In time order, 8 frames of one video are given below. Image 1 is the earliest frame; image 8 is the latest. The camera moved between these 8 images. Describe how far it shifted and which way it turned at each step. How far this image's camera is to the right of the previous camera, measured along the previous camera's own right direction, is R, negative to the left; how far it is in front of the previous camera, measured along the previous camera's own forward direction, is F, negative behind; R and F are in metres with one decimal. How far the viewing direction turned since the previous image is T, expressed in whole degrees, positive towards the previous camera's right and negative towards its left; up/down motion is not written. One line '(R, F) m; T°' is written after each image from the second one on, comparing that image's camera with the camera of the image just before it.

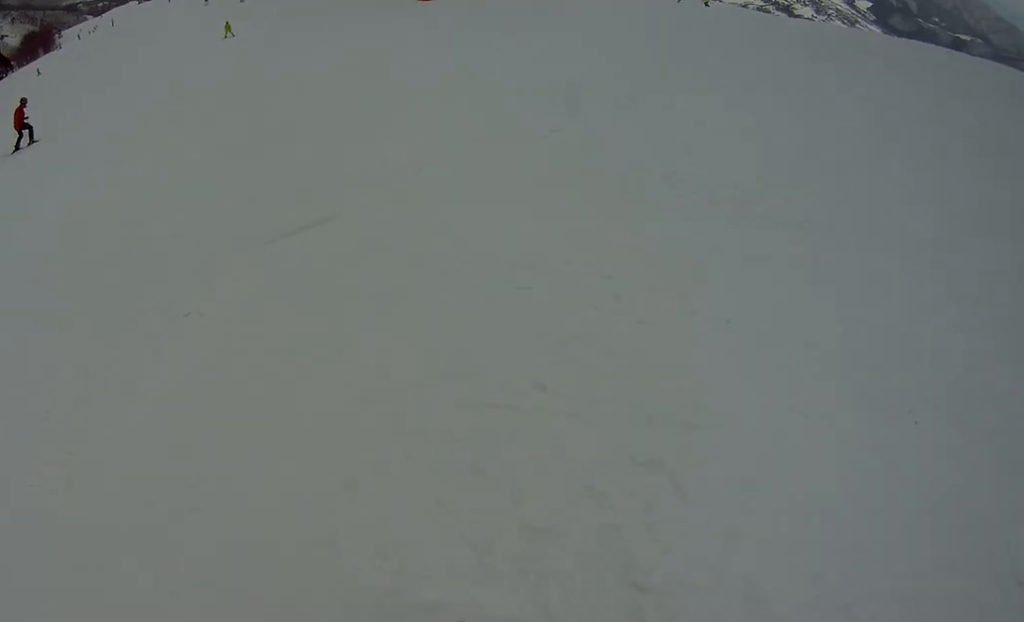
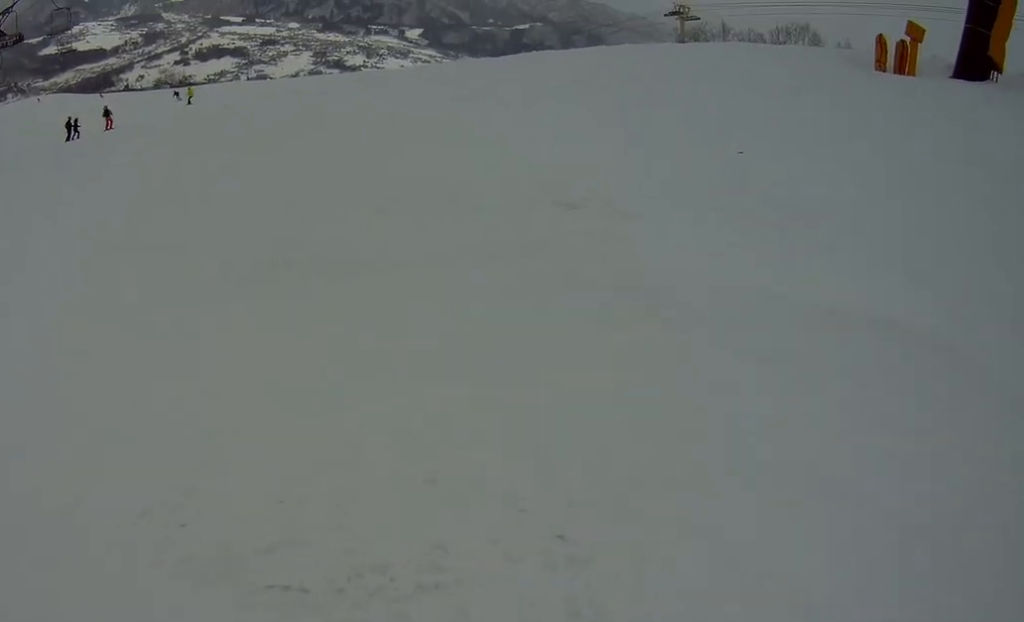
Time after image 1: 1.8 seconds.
(-0.2, +7.2) m; -18°
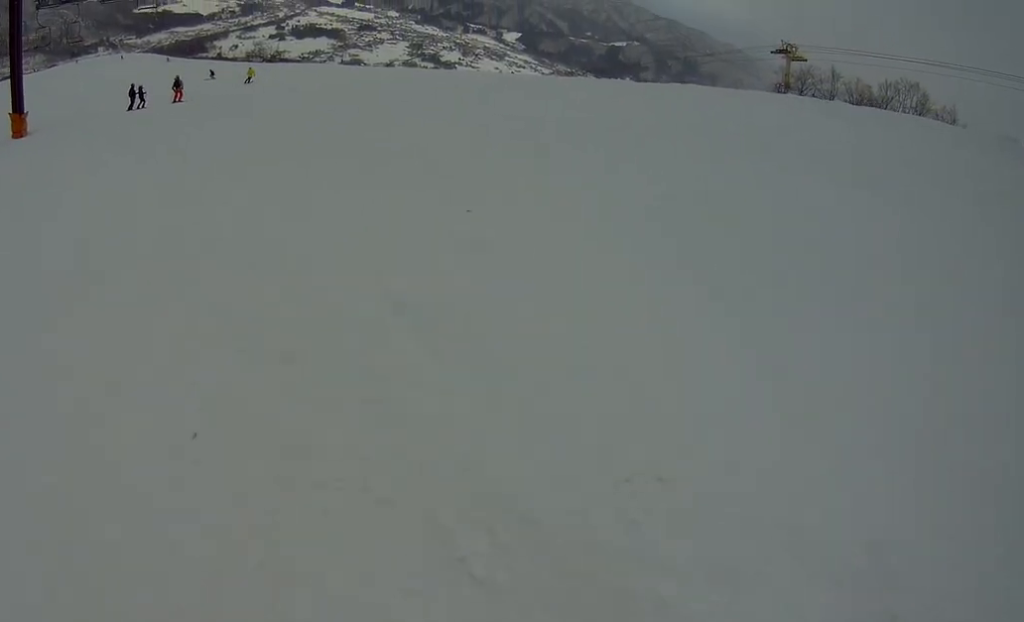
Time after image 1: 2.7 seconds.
(-0.9, +4.0) m; -19°
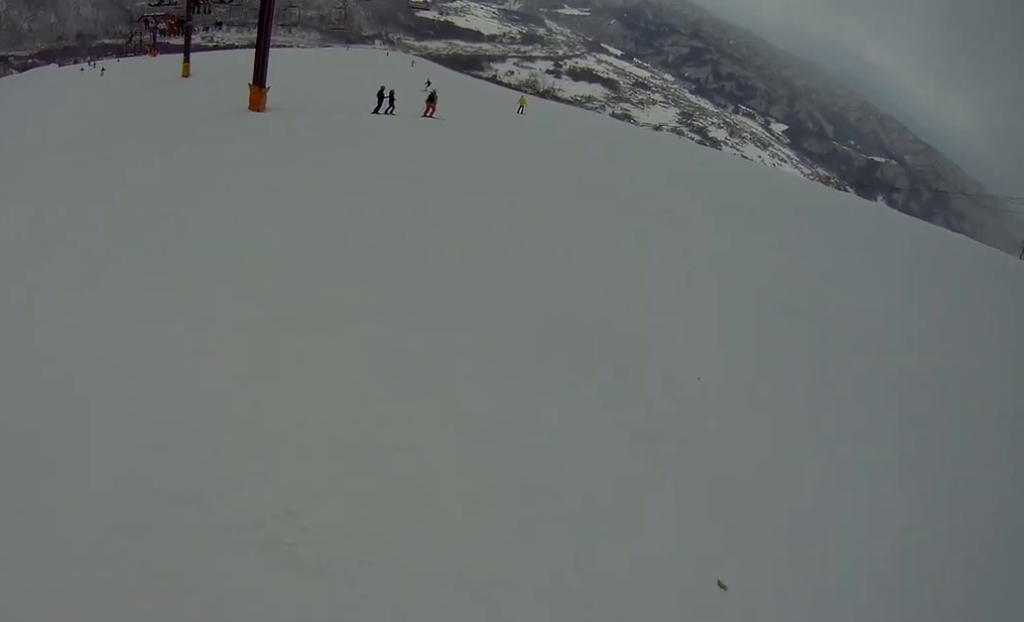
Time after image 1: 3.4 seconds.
(-0.5, +3.2) m; -20°
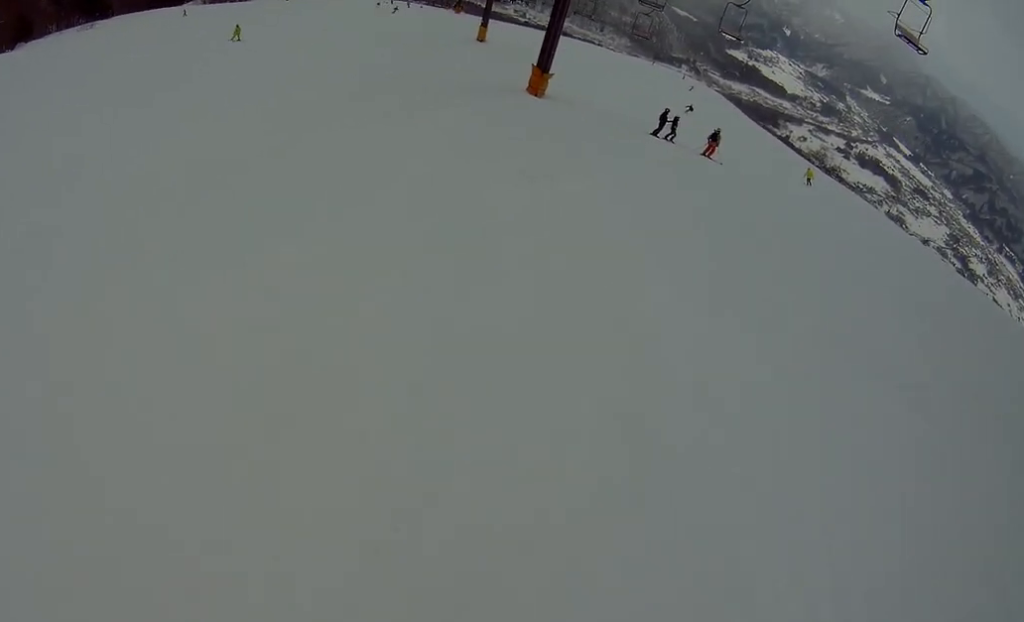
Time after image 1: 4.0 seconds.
(-0.1, +2.4) m; -15°
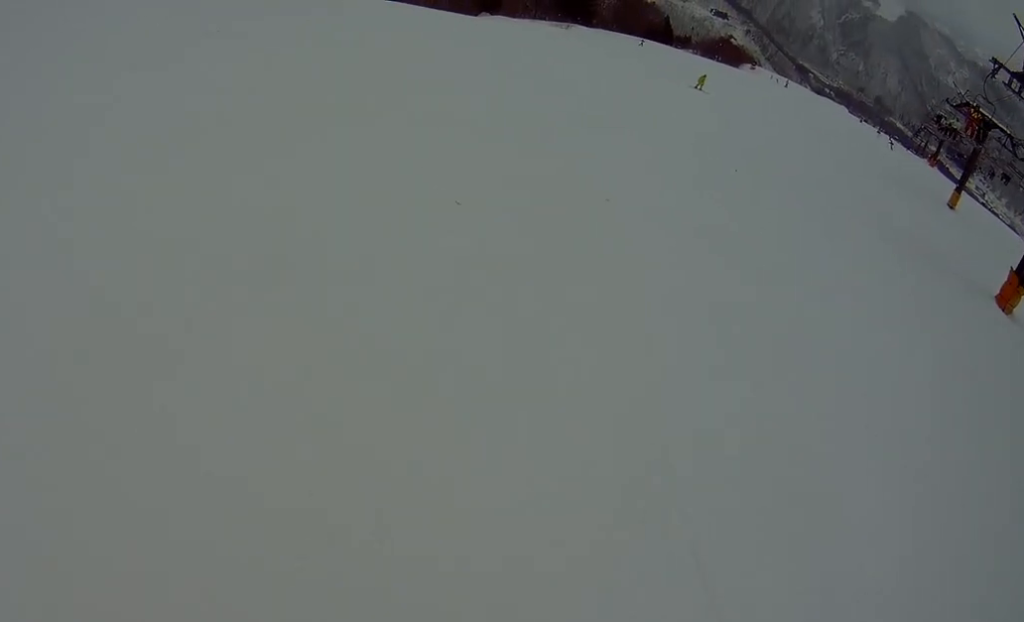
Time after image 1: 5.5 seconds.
(-1.9, +6.2) m; -7°
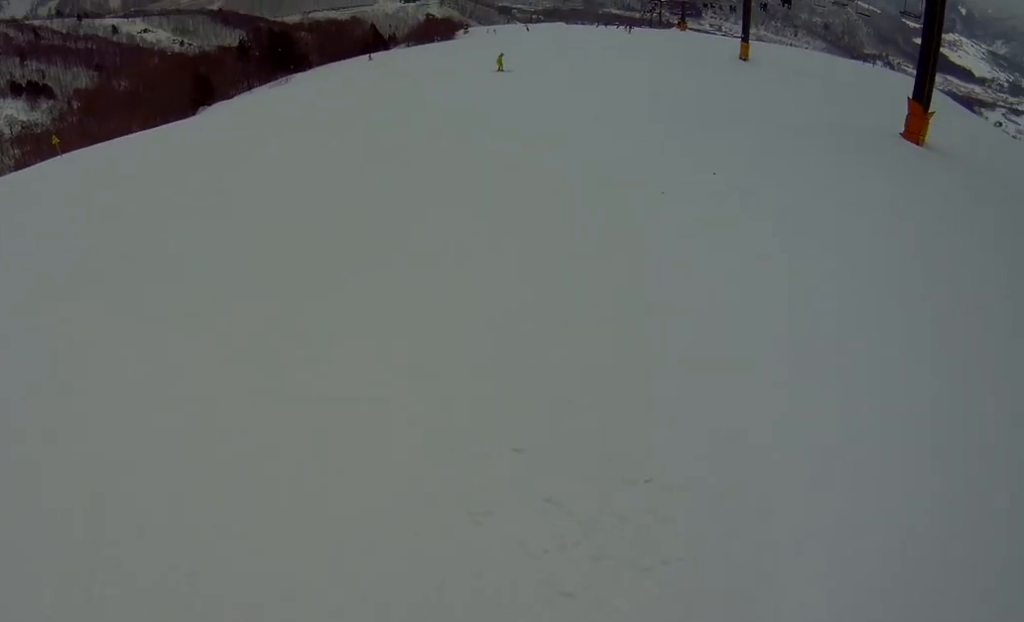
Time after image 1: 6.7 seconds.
(+1.0, +4.4) m; +36°
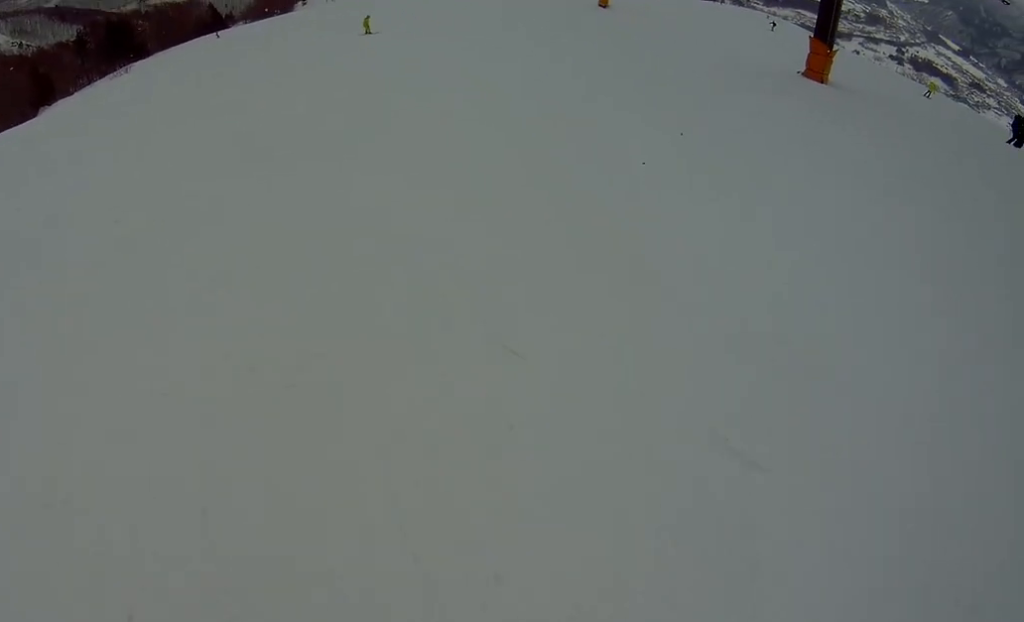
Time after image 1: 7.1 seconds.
(+0.3, +1.4) m; +6°
